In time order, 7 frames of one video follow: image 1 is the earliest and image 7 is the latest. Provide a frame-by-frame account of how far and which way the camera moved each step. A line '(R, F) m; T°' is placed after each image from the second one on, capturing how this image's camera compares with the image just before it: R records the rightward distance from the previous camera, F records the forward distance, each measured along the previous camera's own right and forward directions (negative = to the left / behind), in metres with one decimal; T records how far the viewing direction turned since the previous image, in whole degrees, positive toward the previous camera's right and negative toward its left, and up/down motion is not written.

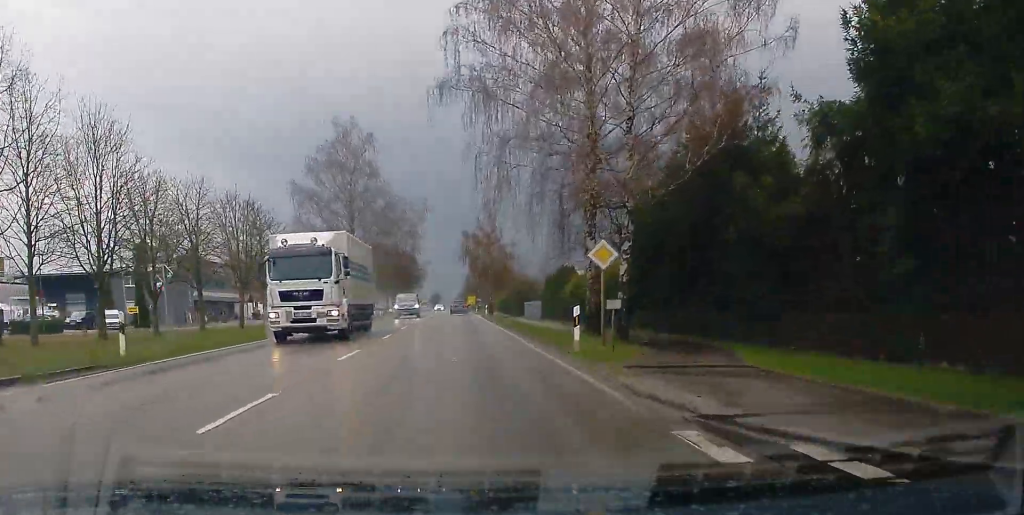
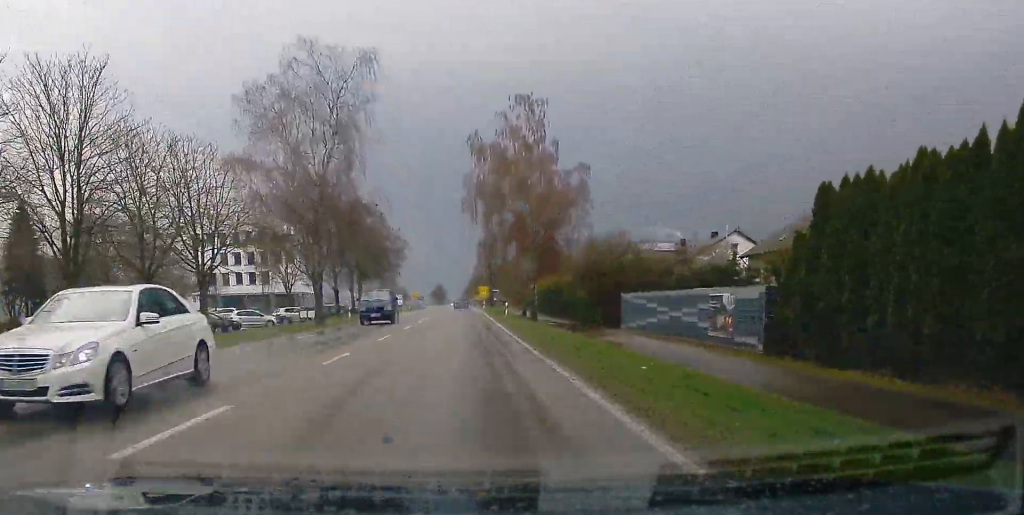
(+0.2, +73.9) m; 0°
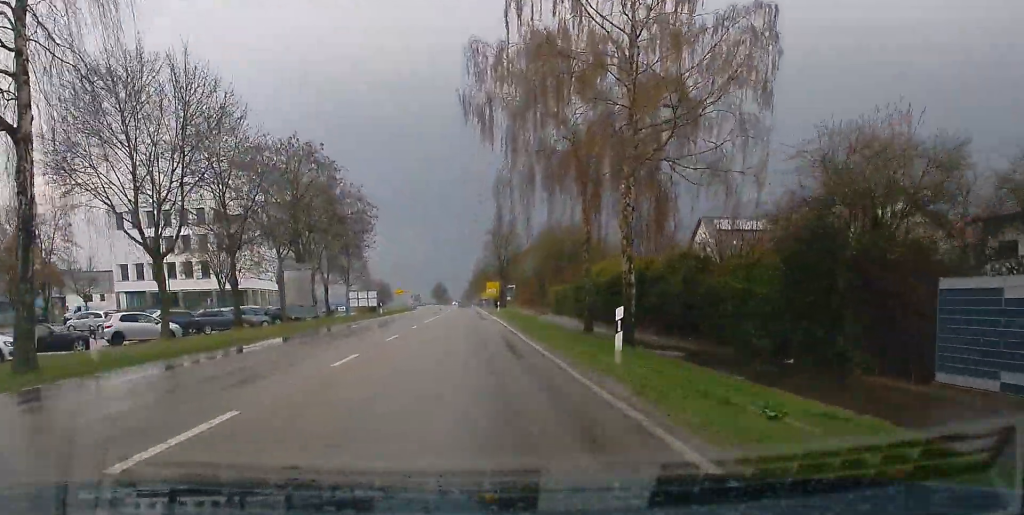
(+0.4, +36.0) m; 0°
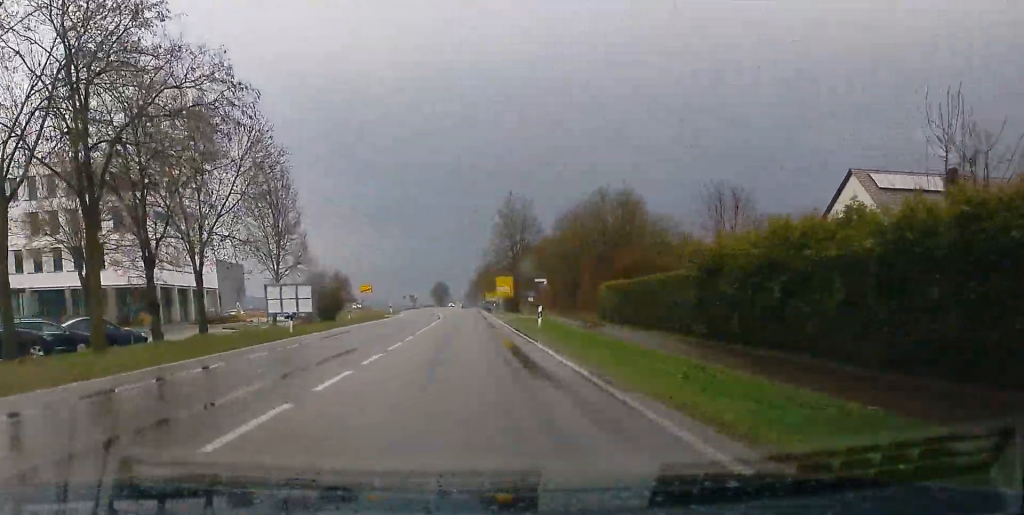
(-0.3, +33.5) m; -1°
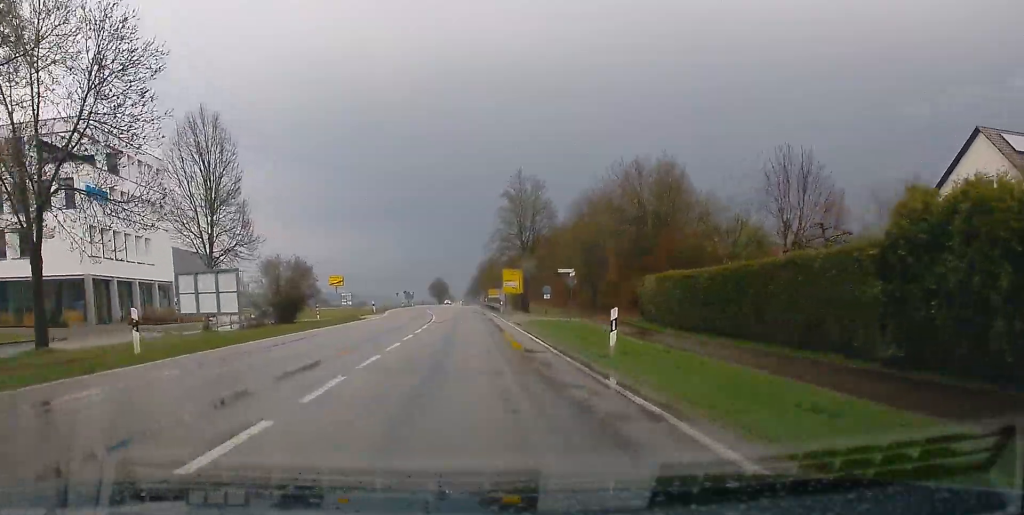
(0.0, +14.2) m; 0°
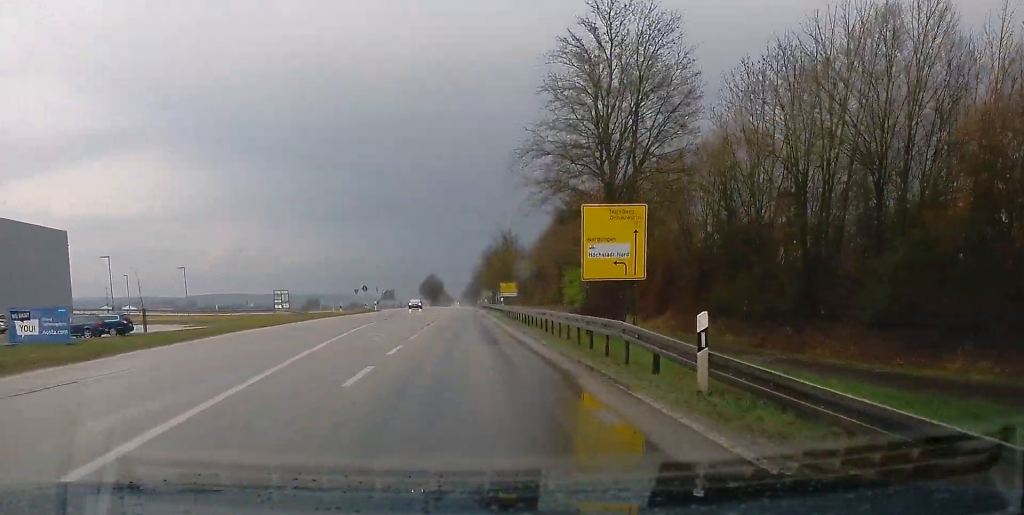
(-0.4, +54.9) m; 0°
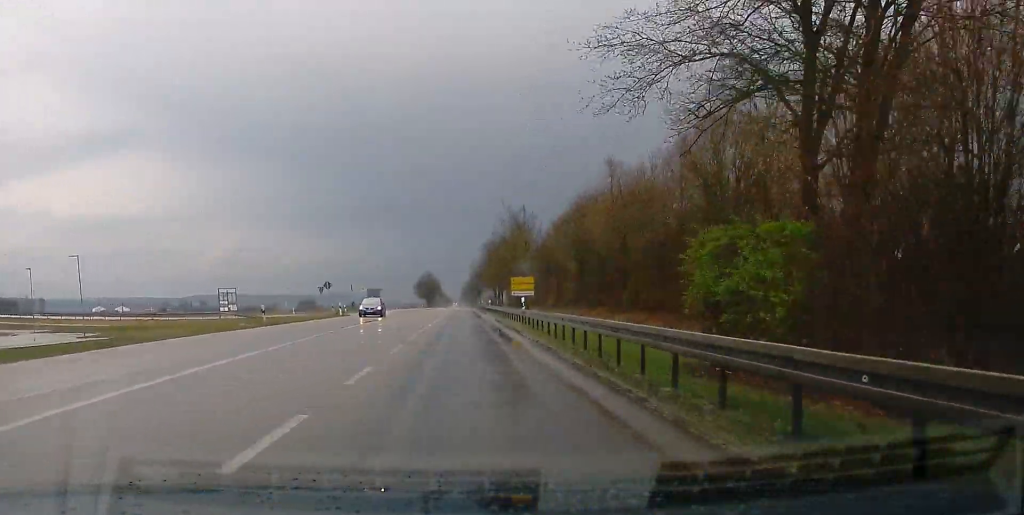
(+0.1, +24.9) m; 0°
